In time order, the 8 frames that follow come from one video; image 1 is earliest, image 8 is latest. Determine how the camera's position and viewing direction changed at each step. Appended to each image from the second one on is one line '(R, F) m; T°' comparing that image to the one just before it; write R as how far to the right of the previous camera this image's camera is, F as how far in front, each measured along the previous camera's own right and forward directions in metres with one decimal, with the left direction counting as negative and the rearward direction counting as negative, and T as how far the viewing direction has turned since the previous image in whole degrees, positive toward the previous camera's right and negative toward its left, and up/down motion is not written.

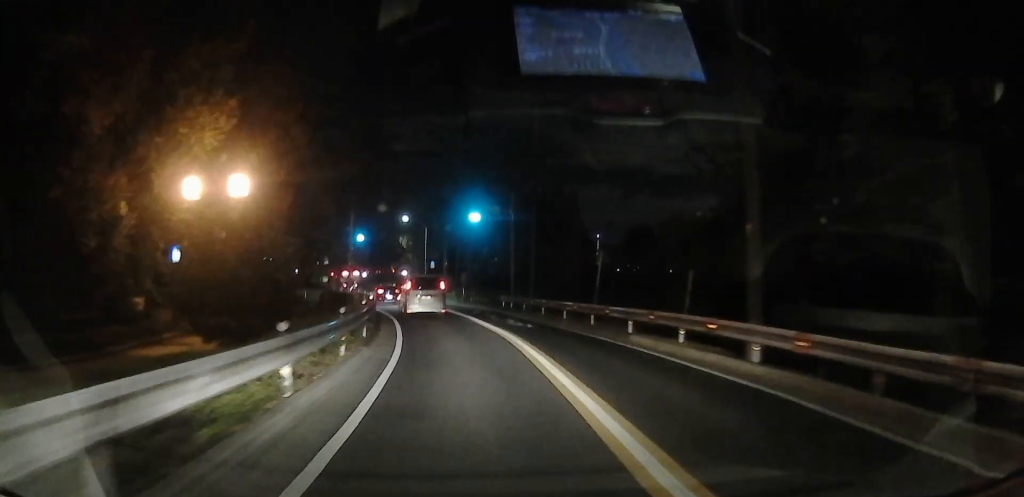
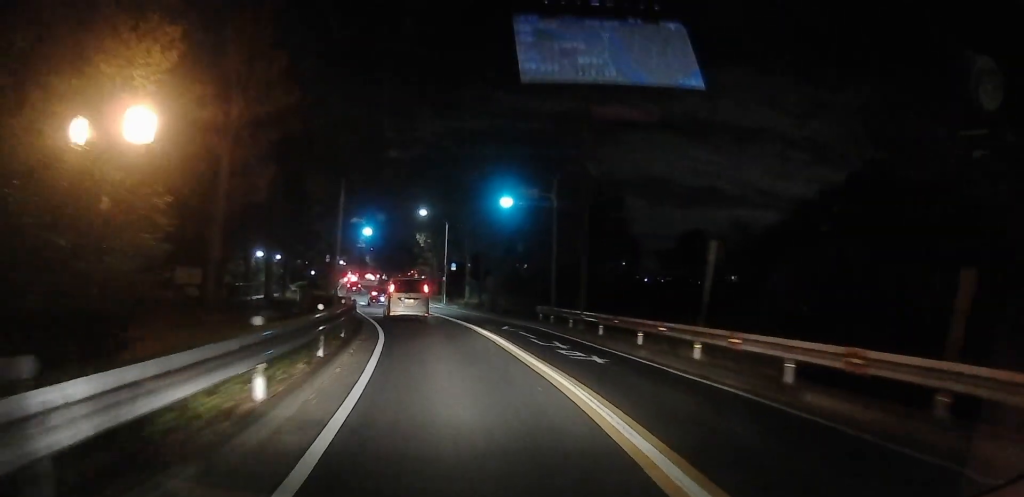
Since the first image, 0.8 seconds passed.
(+0.1, +7.5) m; +1°
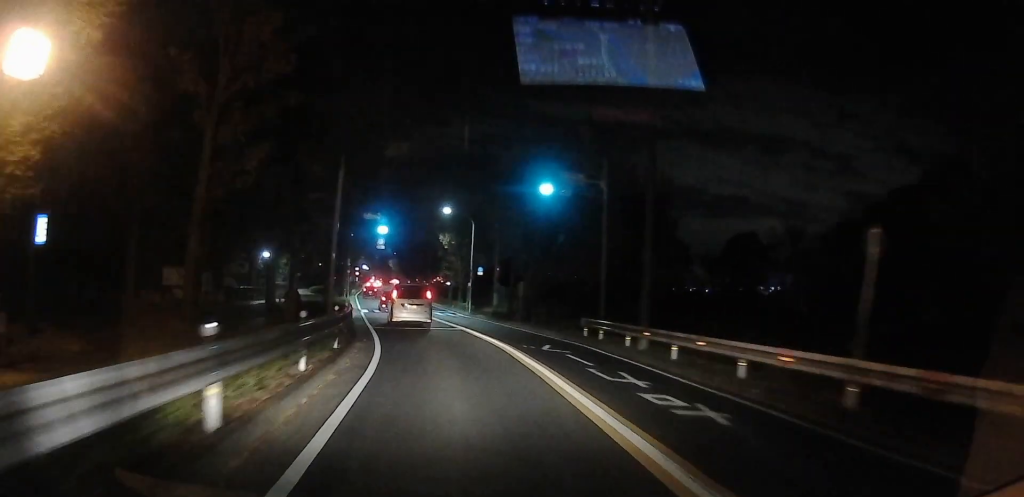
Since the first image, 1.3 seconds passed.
(0.0, +4.6) m; 0°
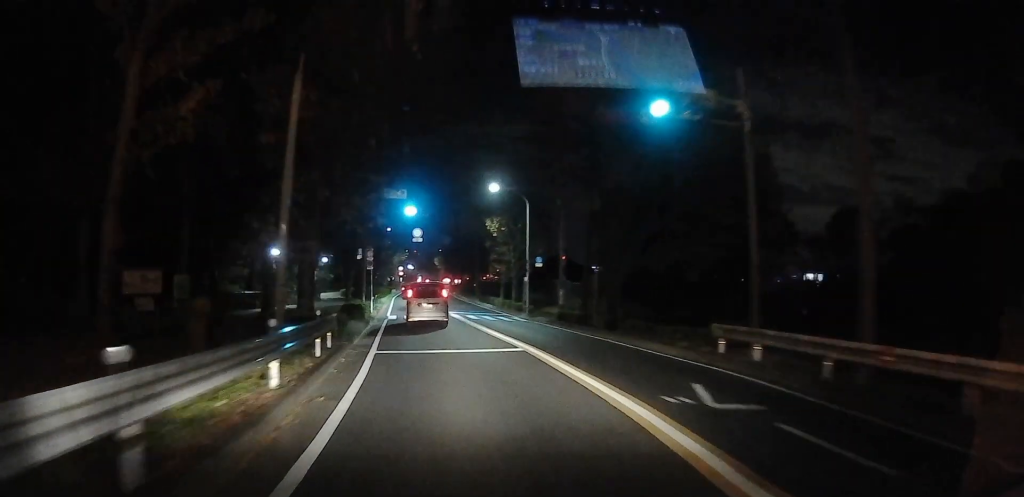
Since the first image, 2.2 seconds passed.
(0.0, +8.9) m; -2°
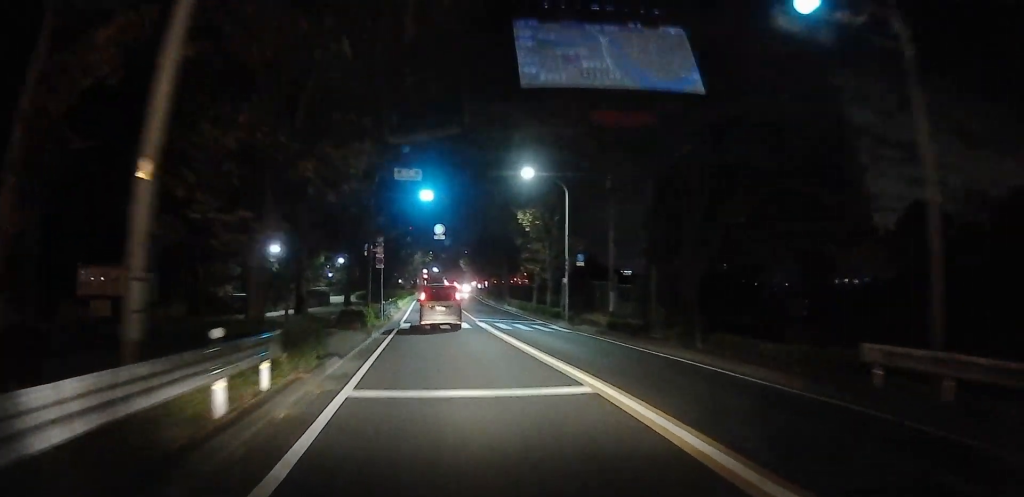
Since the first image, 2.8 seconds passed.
(-0.1, +5.6) m; -3°
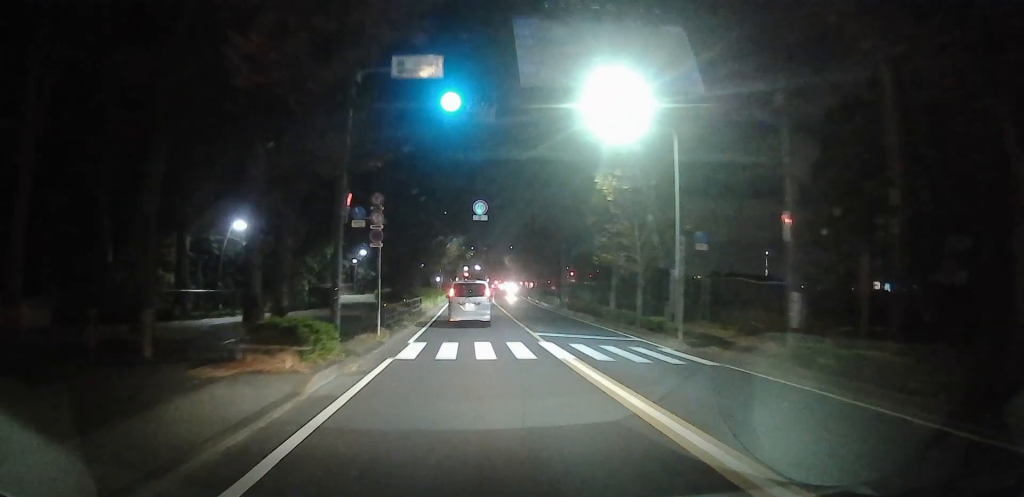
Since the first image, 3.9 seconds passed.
(-0.8, +11.9) m; -7°
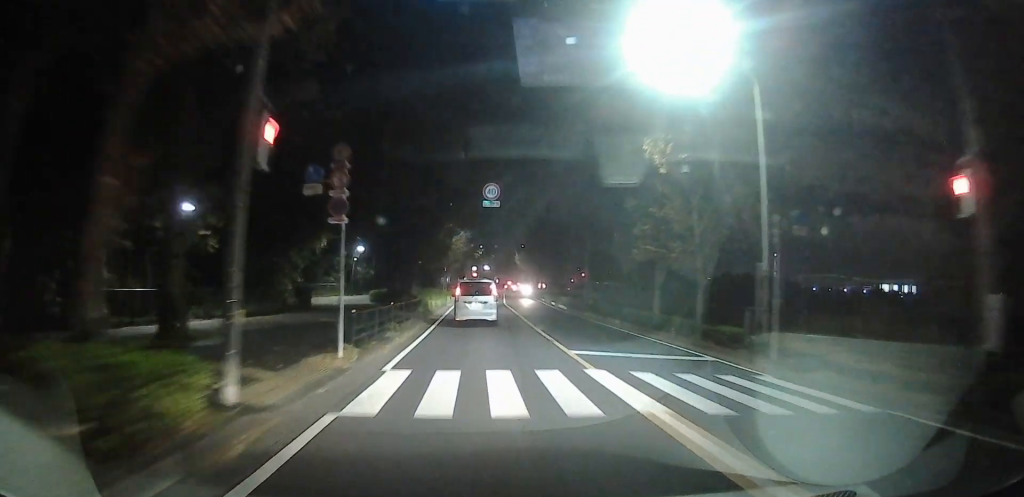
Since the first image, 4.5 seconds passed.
(-0.2, +6.0) m; -3°
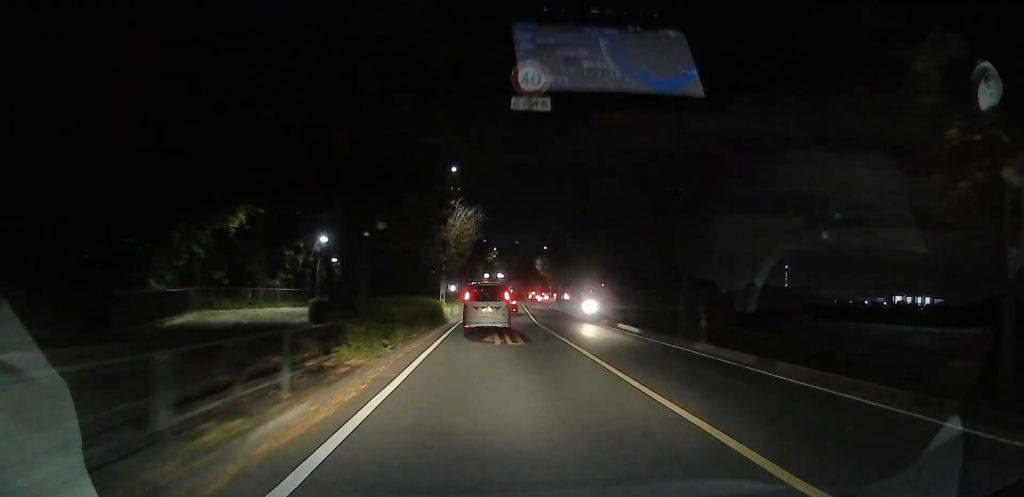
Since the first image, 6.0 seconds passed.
(-0.2, +16.6) m; -2°
